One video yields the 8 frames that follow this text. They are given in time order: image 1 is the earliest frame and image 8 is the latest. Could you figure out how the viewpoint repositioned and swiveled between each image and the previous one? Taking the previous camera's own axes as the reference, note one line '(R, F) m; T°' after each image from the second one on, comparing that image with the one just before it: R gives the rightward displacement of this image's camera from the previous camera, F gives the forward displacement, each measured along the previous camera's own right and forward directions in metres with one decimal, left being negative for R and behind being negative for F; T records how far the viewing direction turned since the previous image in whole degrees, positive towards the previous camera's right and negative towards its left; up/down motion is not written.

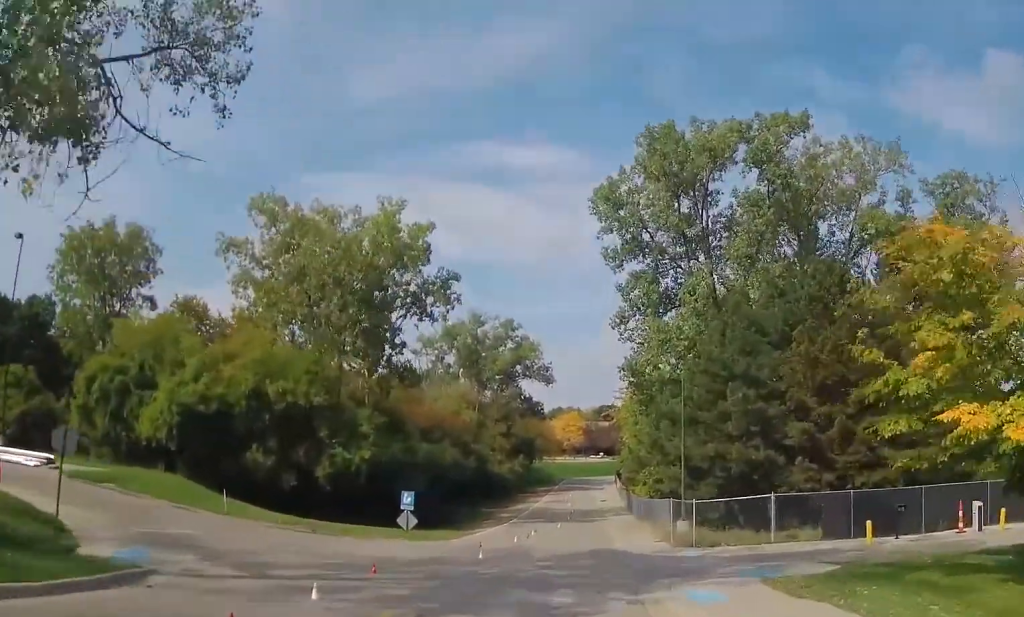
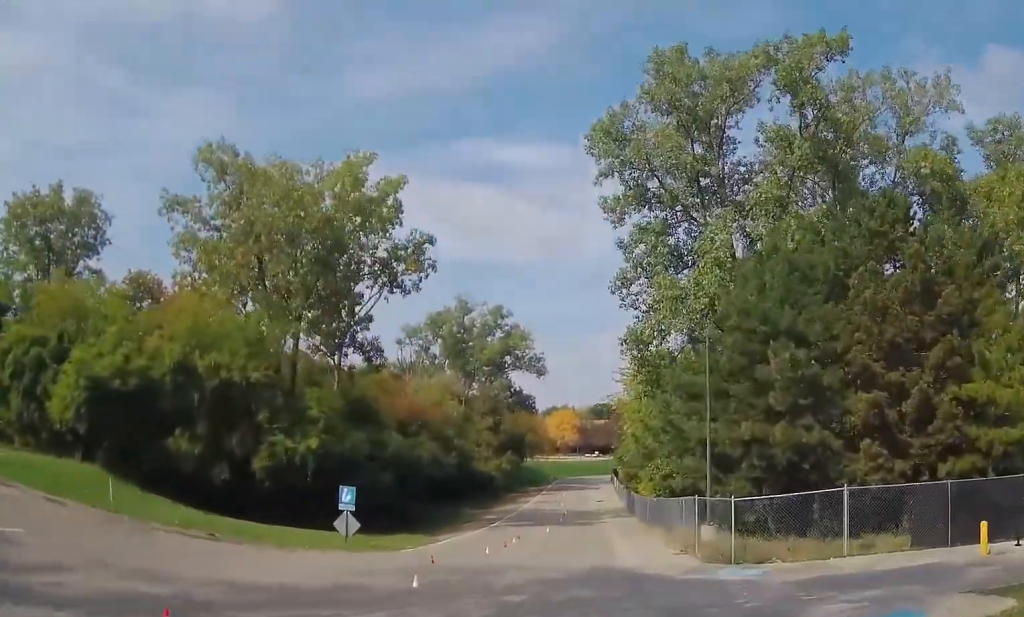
(+0.1, +7.9) m; +1°
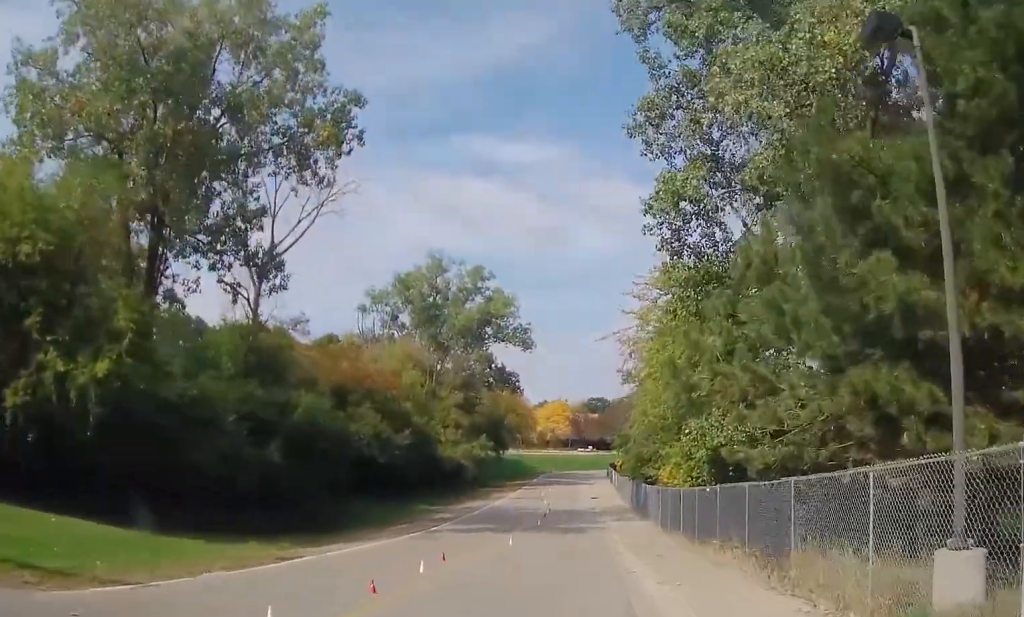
(0.0, +17.0) m; 0°
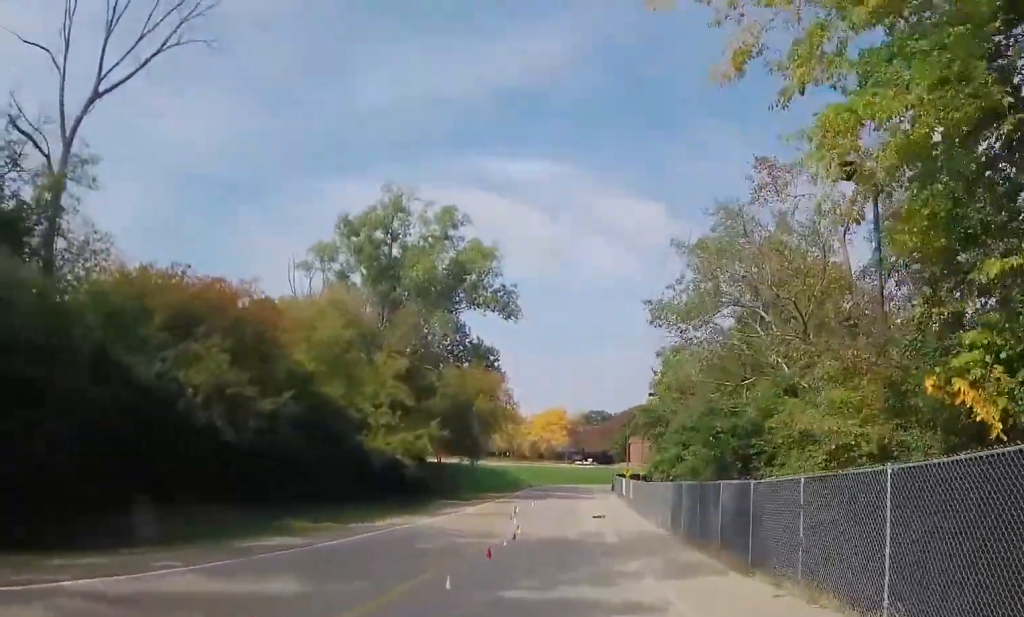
(+1.1, +23.2) m; +4°
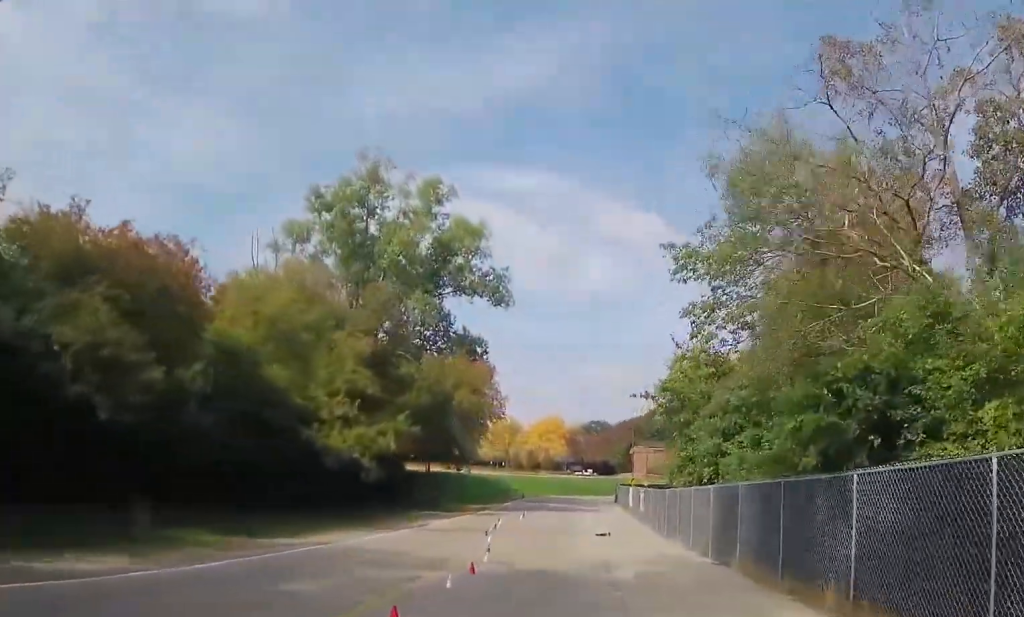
(0.0, +8.8) m; -2°
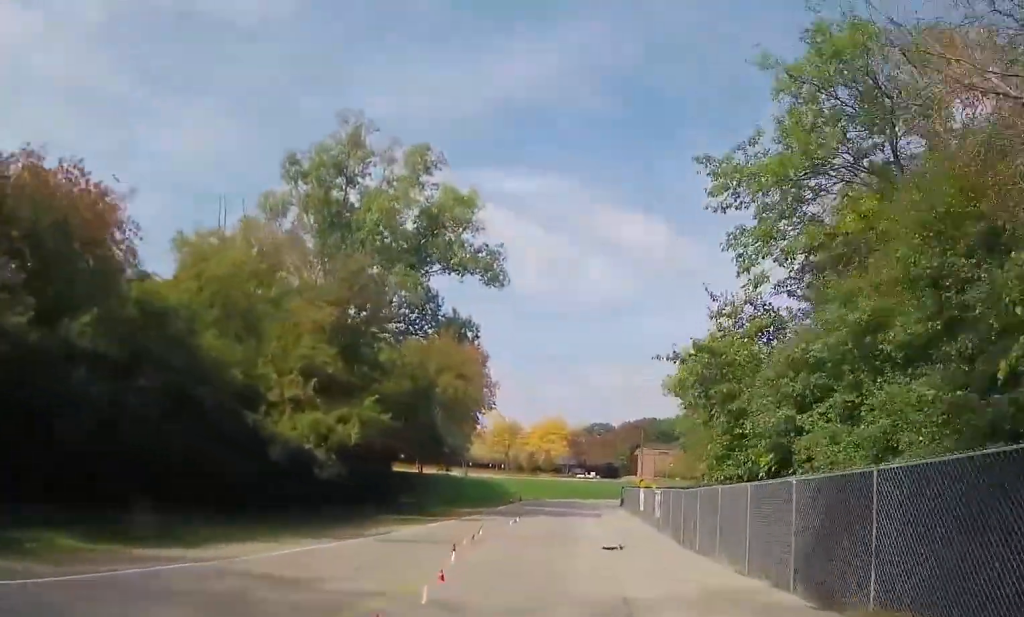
(-0.3, +7.1) m; 0°
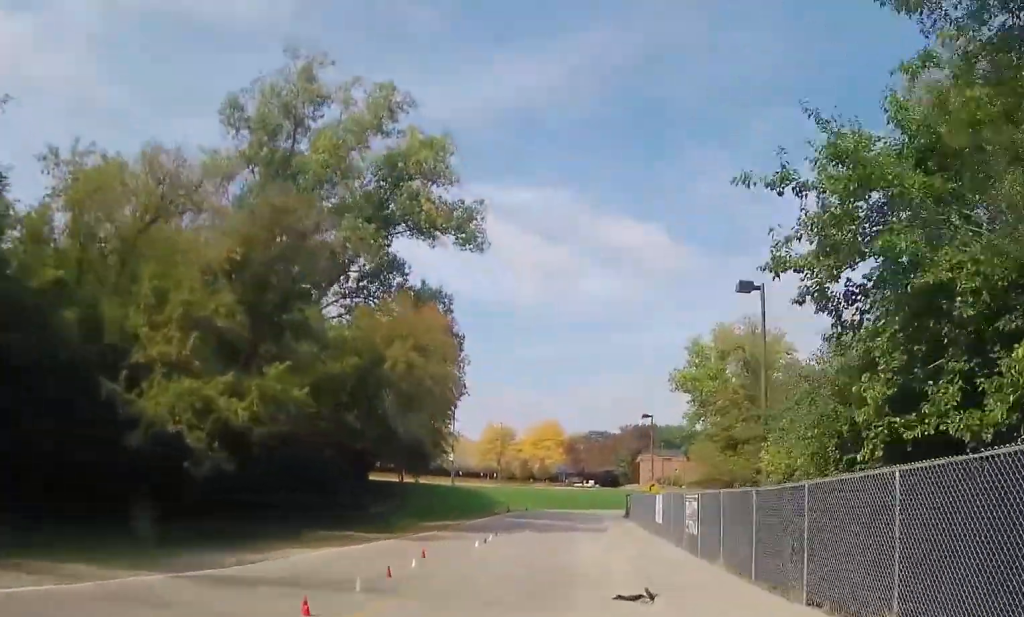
(+0.2, +10.7) m; +2°
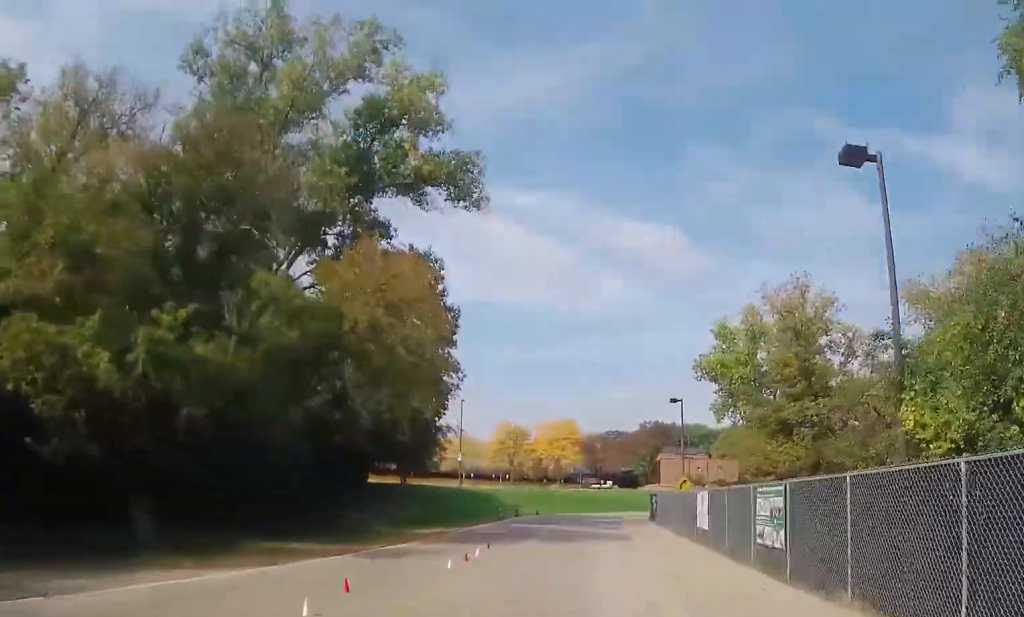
(+0.2, +7.7) m; 0°
